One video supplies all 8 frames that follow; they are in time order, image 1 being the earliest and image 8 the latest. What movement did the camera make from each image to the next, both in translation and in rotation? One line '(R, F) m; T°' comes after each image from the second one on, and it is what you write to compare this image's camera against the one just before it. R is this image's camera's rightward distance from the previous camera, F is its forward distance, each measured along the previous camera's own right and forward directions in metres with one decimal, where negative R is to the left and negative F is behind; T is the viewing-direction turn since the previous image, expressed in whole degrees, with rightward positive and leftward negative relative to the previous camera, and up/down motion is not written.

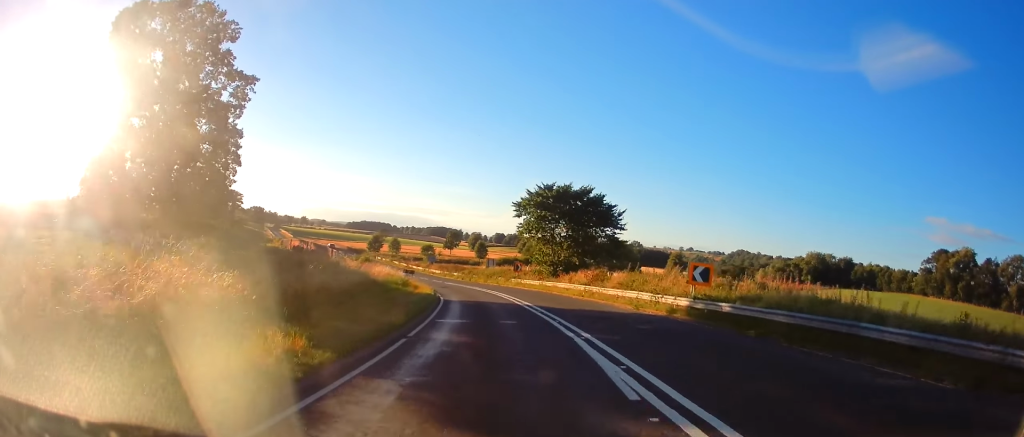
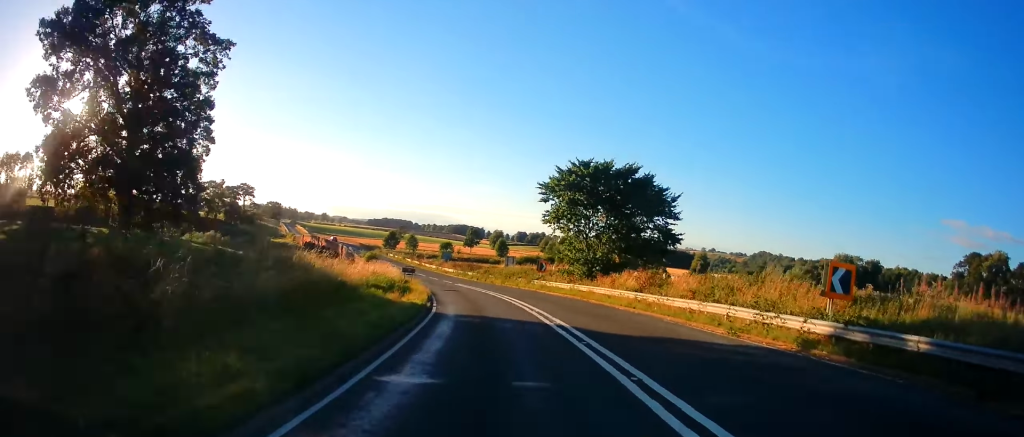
(+0.1, +9.1) m; -3°
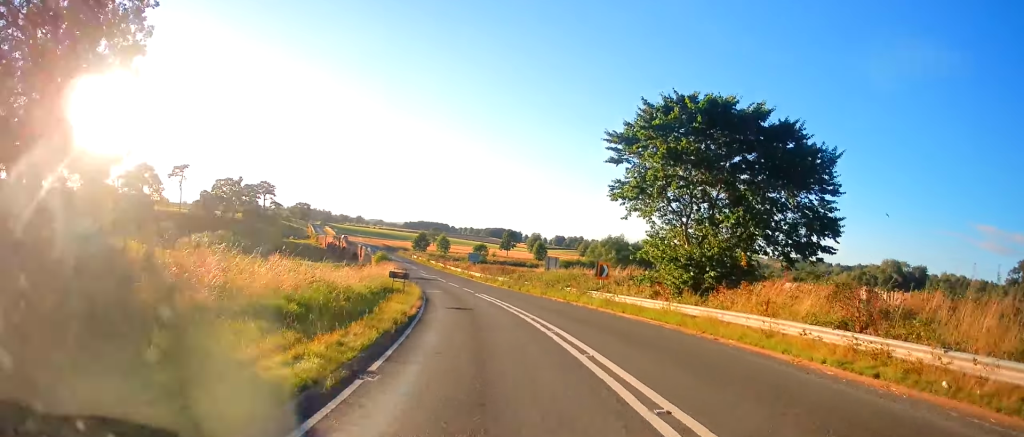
(-0.8, +13.9) m; -5°
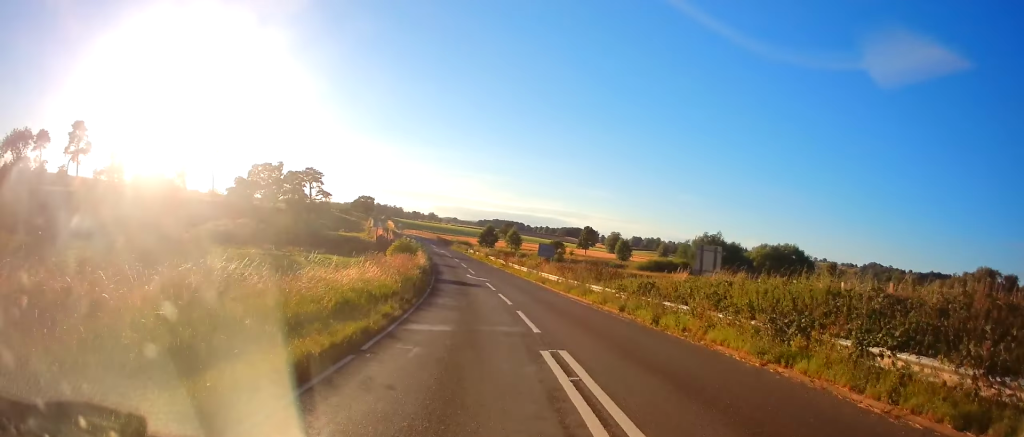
(-1.4, +24.8) m; -6°
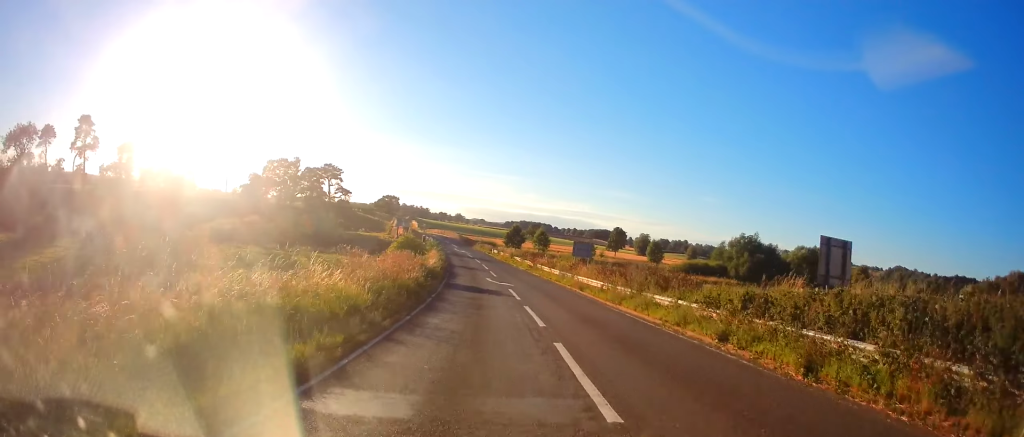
(-0.2, +8.0) m; -2°
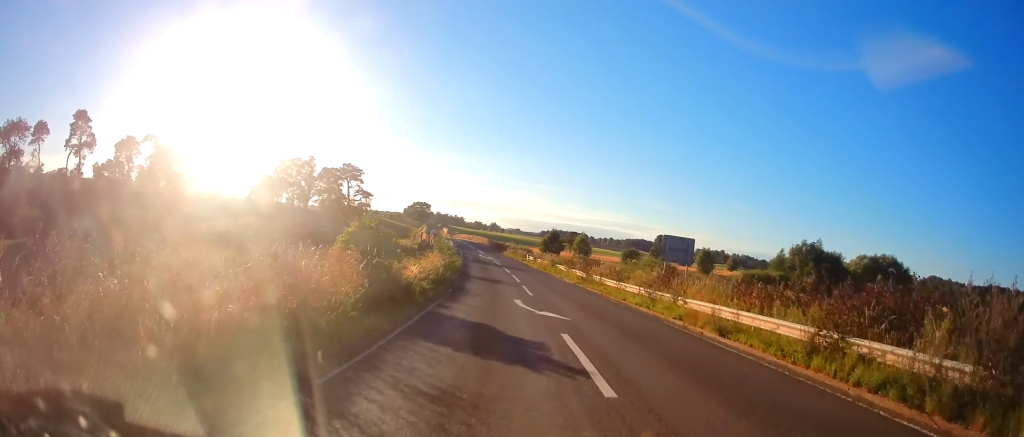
(-0.7, +16.7) m; -4°
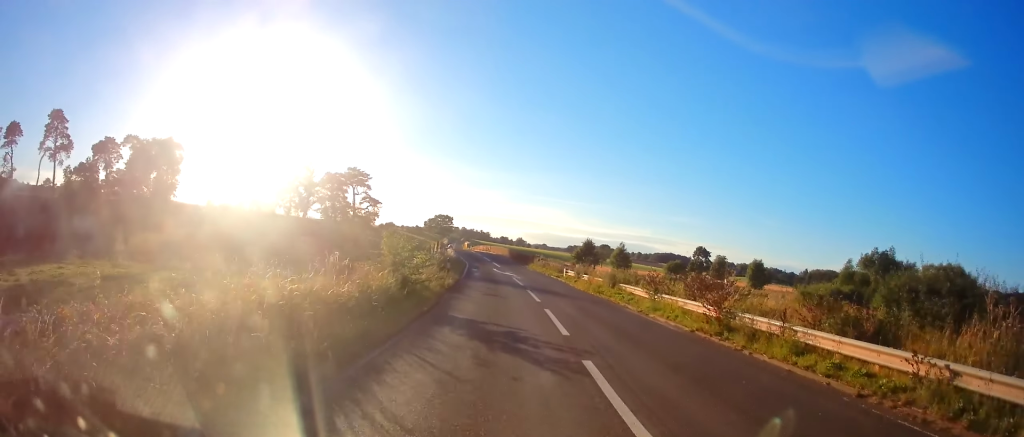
(-0.6, +20.7) m; -3°
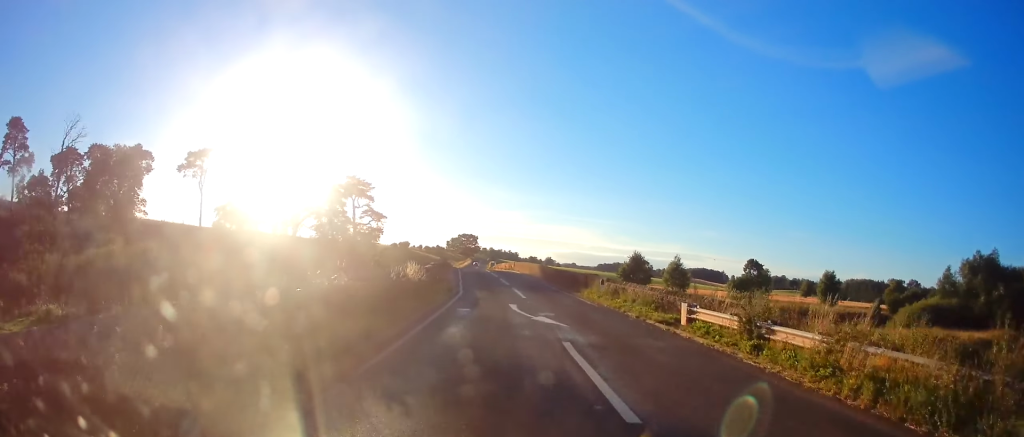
(-0.5, +24.4) m; -3°
